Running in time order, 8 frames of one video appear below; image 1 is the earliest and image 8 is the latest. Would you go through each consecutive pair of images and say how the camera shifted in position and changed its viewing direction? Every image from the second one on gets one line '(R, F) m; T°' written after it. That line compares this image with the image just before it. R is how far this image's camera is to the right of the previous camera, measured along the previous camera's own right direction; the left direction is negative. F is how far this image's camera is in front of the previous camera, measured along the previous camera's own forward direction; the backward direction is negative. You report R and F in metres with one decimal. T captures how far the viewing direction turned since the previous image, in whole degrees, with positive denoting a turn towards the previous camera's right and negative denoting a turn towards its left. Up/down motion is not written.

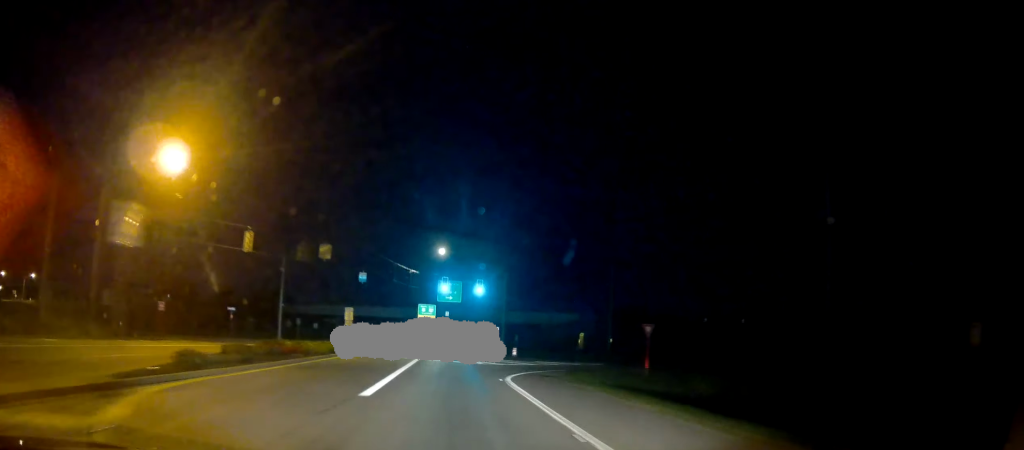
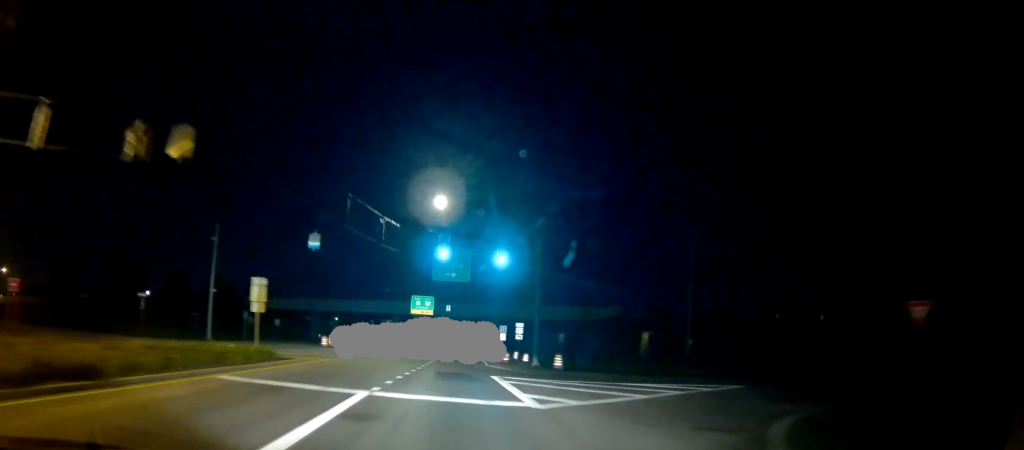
(-0.1, +23.1) m; 0°
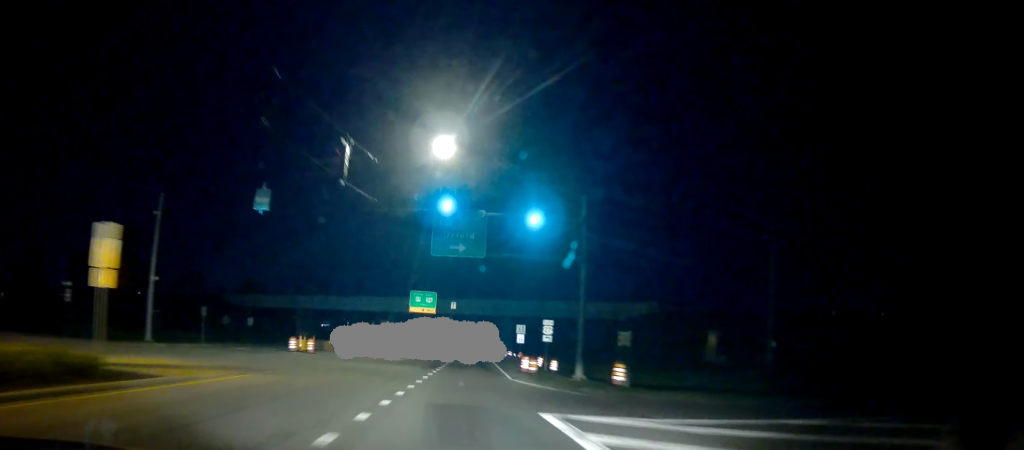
(+0.2, +12.4) m; 0°
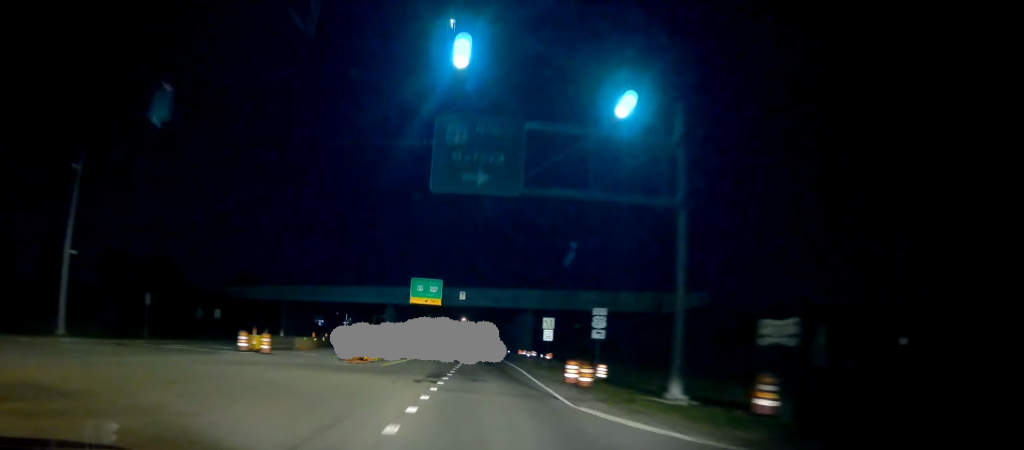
(-0.2, +11.4) m; 0°
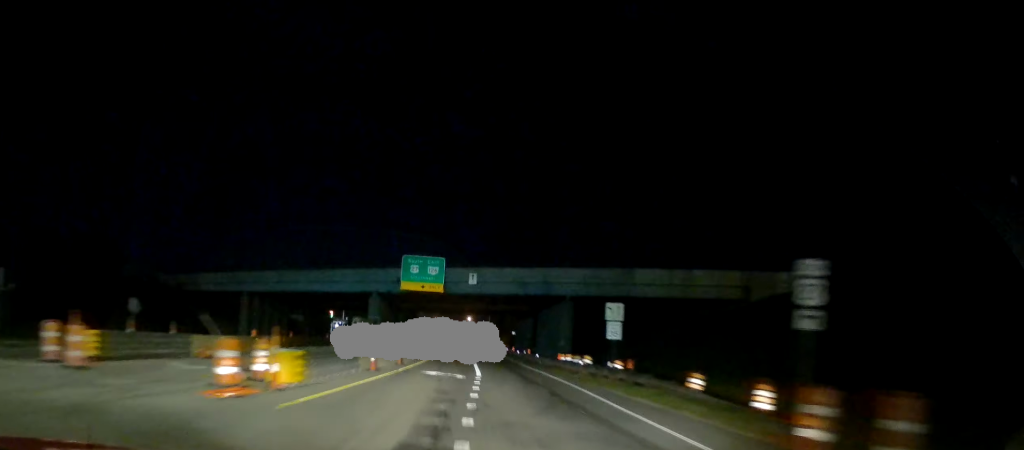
(-0.1, +16.3) m; 0°
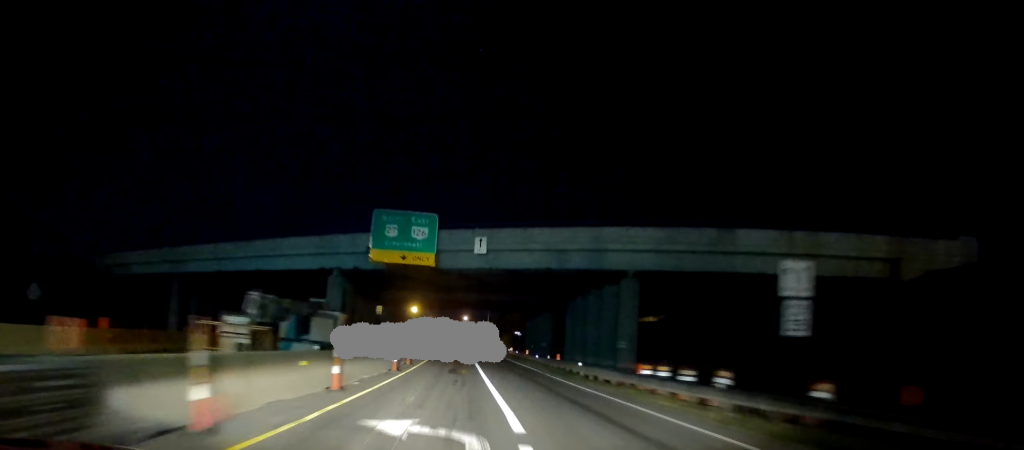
(+0.1, +15.3) m; 0°
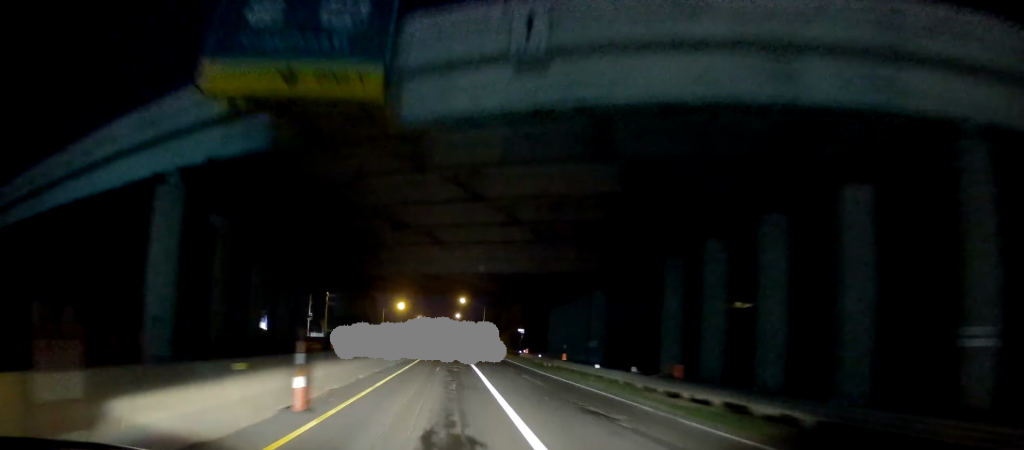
(0.0, +19.9) m; -2°
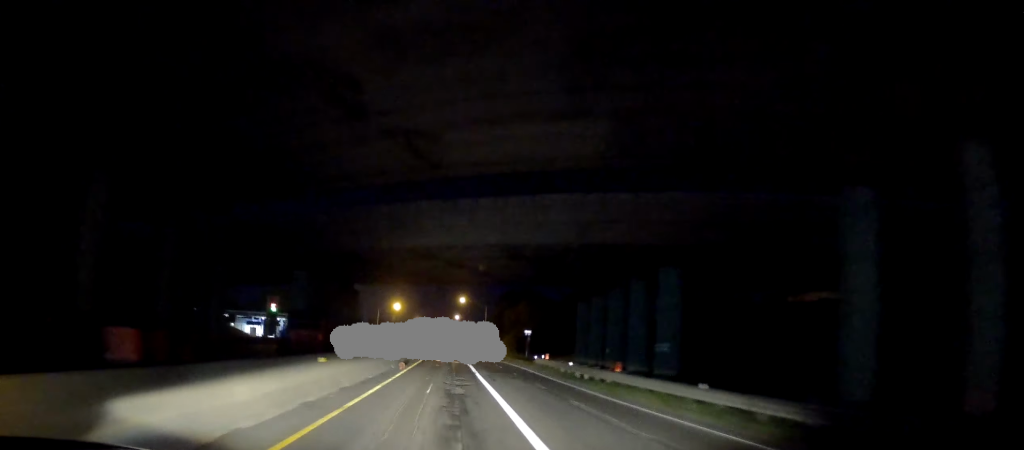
(-0.1, +10.1) m; -2°
